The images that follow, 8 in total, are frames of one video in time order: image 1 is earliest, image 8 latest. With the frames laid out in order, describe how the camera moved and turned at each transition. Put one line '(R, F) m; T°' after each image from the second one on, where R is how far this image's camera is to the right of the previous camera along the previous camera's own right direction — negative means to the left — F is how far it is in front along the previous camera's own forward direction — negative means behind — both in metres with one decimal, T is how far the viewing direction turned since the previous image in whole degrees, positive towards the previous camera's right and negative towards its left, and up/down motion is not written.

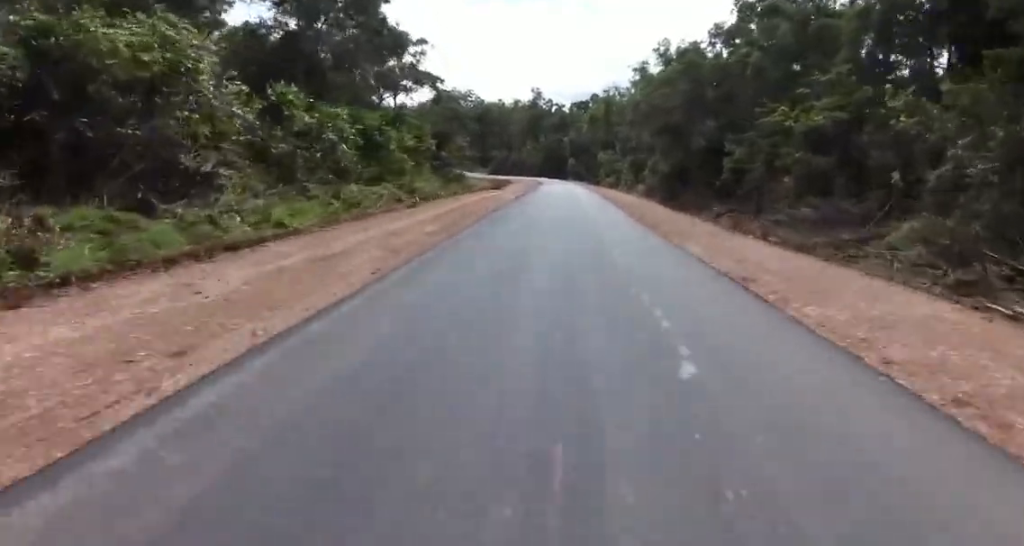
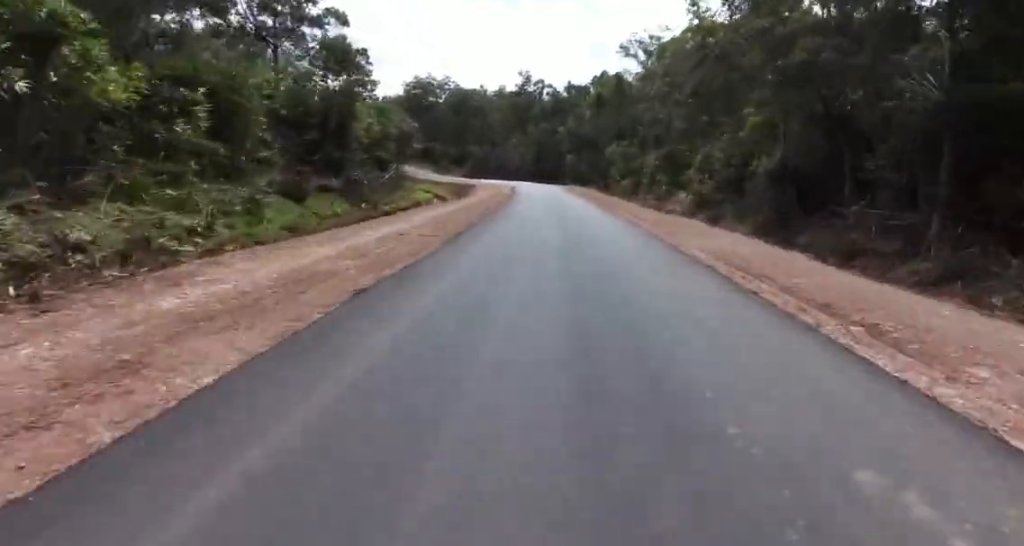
(+1.9, +46.5) m; +1°
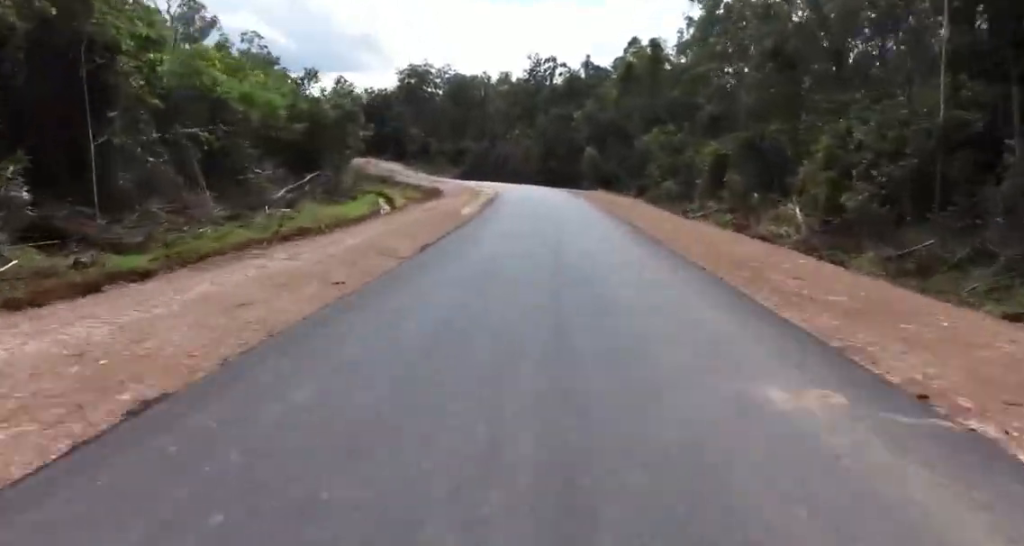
(-1.5, +33.1) m; 0°
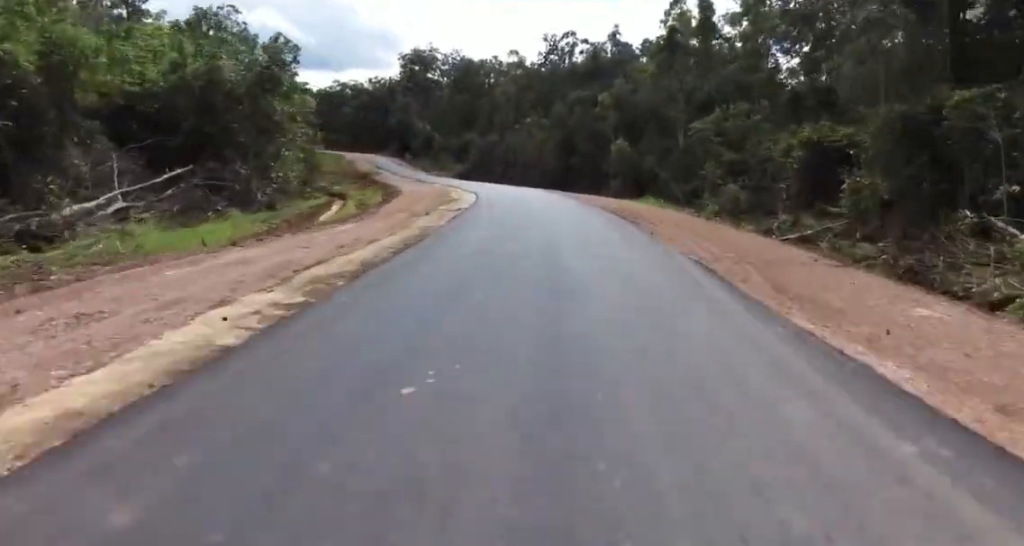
(+1.6, +21.9) m; -3°
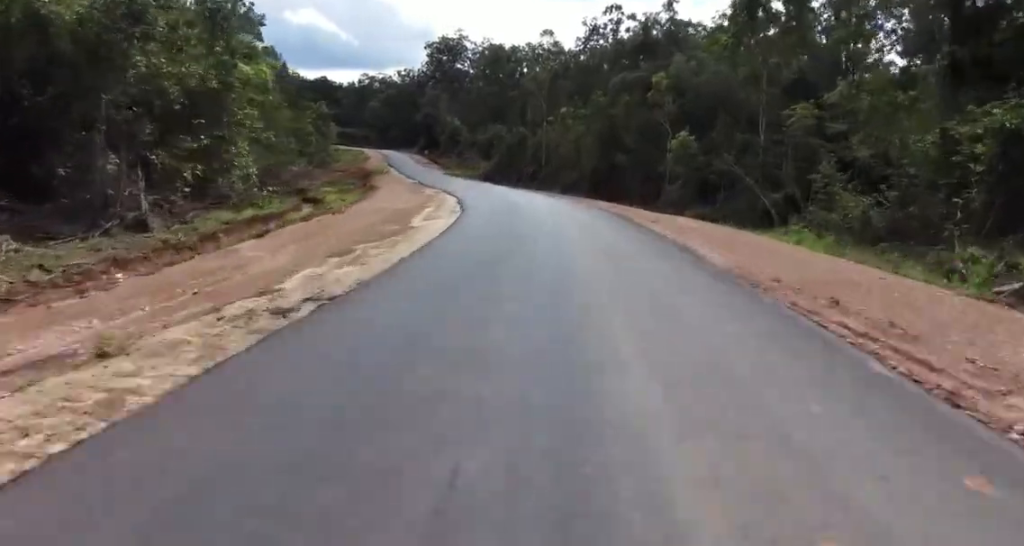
(-1.7, +17.7) m; -8°
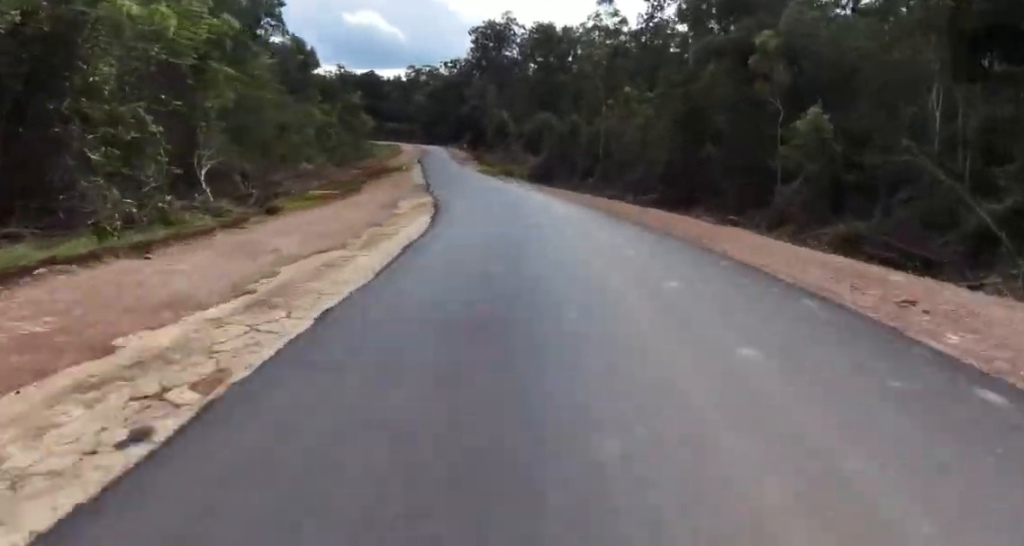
(-1.4, +18.4) m; -6°
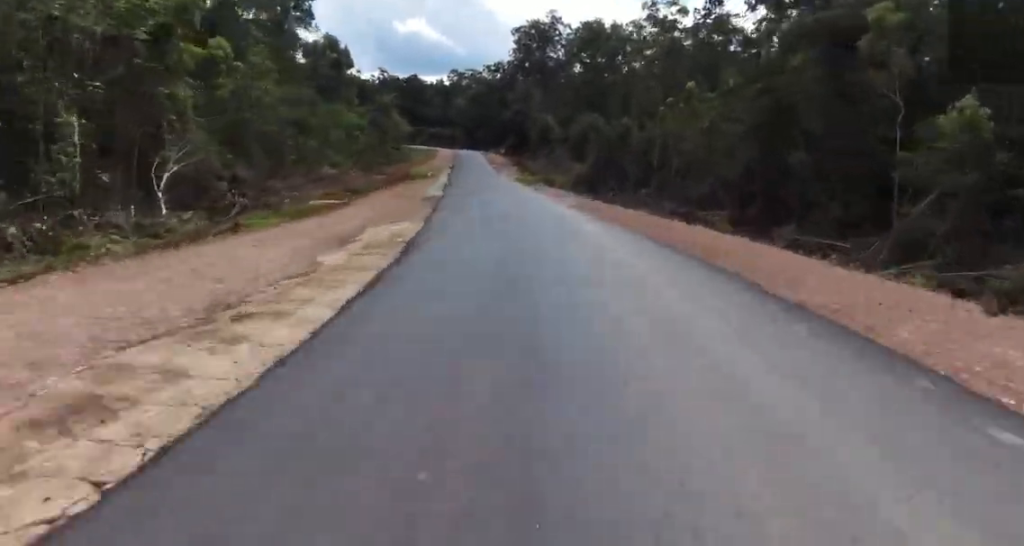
(-0.3, +10.0) m; -2°
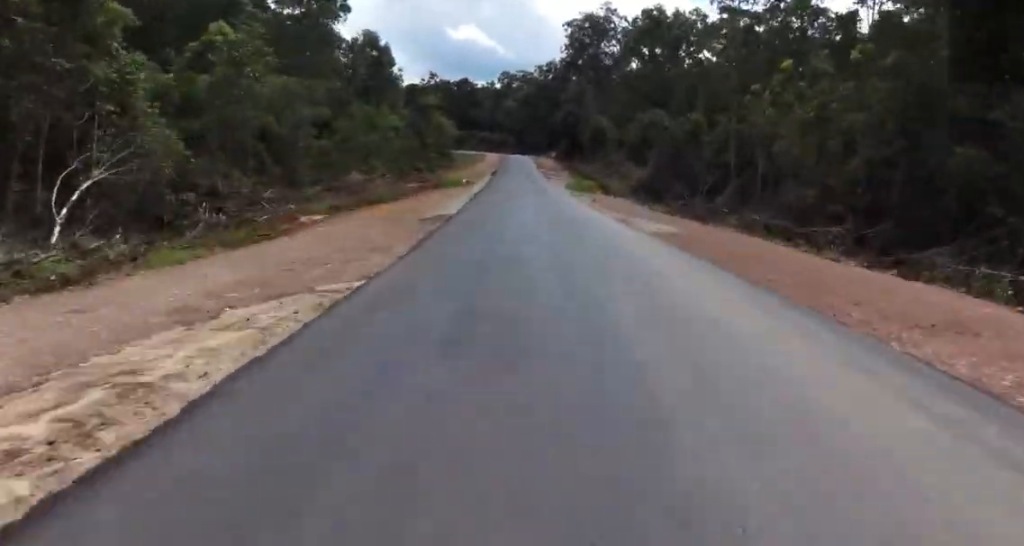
(-0.1, +11.3) m; 0°
